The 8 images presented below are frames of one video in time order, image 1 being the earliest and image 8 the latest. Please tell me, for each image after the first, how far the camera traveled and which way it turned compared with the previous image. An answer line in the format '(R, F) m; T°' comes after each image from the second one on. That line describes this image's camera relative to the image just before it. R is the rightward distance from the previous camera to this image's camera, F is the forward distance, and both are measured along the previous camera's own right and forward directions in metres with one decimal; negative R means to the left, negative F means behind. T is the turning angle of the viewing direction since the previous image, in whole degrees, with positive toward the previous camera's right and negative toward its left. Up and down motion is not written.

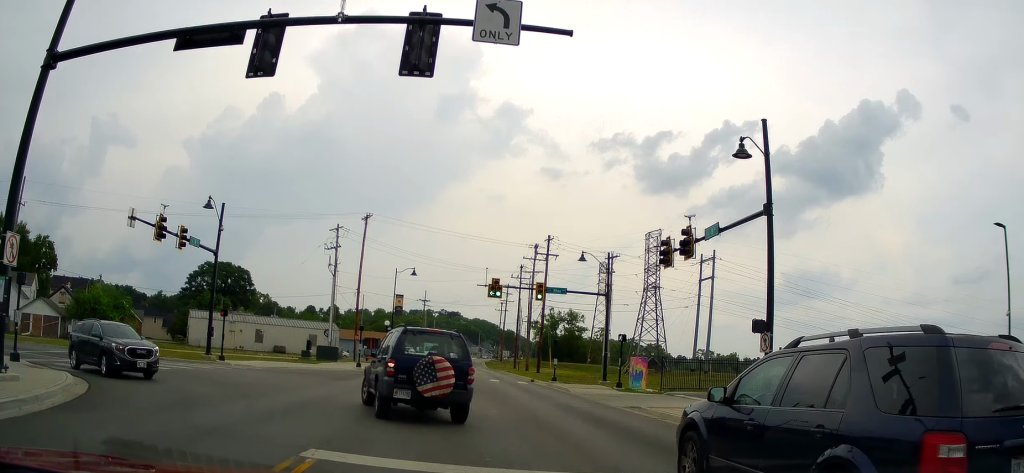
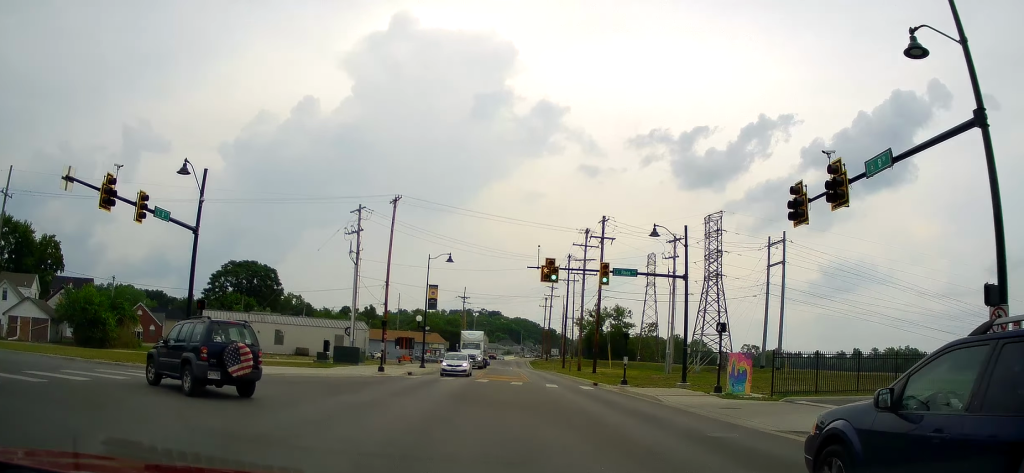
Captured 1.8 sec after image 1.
(+0.1, +2.2) m; -8°
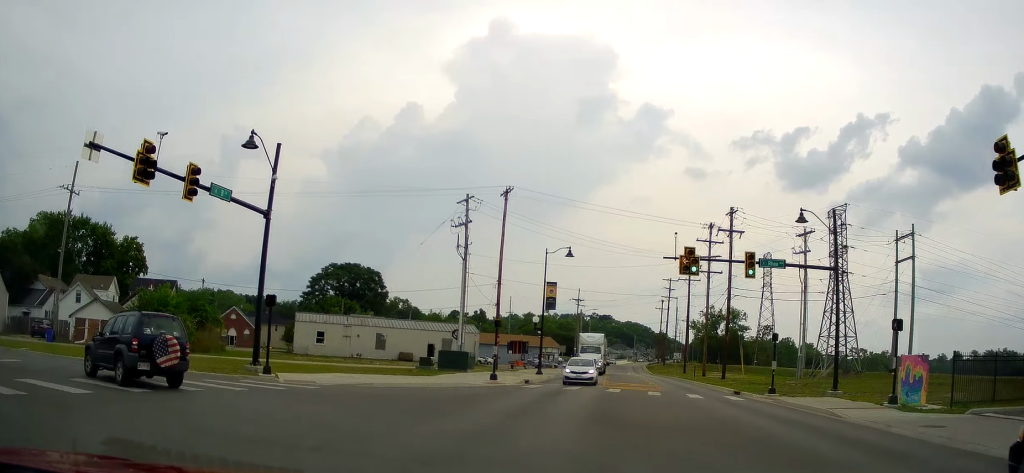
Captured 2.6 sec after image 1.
(-0.2, +2.5) m; -1°
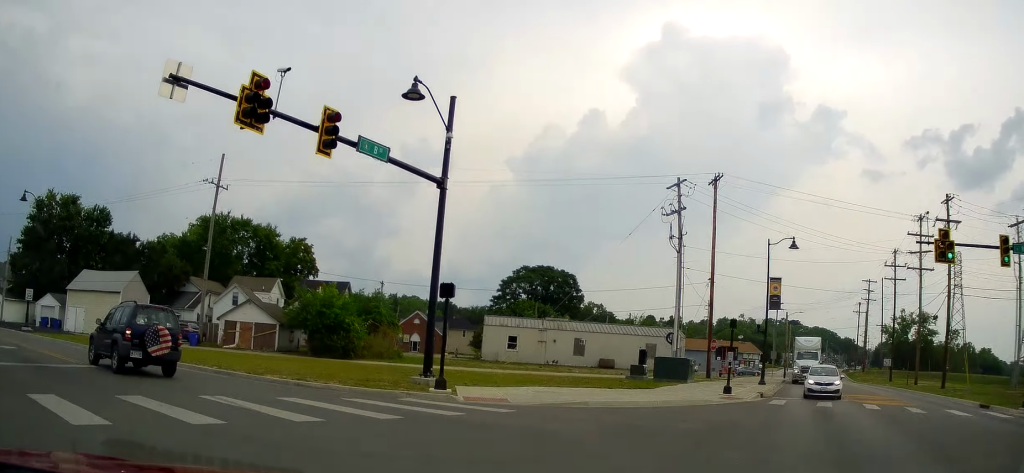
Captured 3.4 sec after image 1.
(+0.5, +3.6) m; -7°
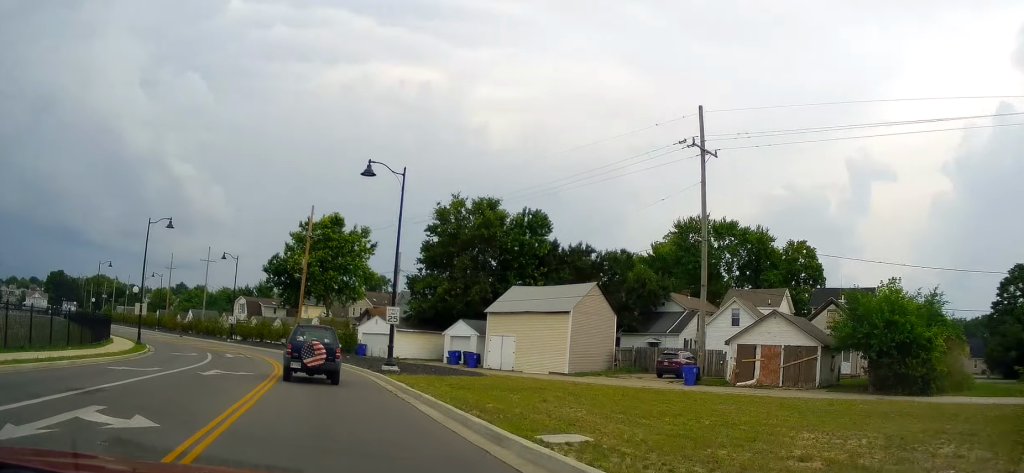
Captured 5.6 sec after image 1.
(-3.9, +13.0) m; -34°
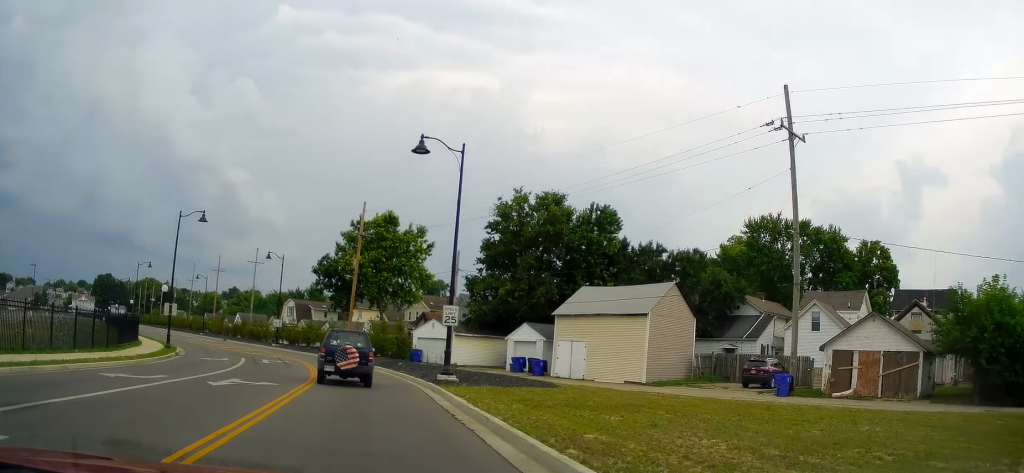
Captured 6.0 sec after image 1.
(-0.8, +3.5) m; -4°
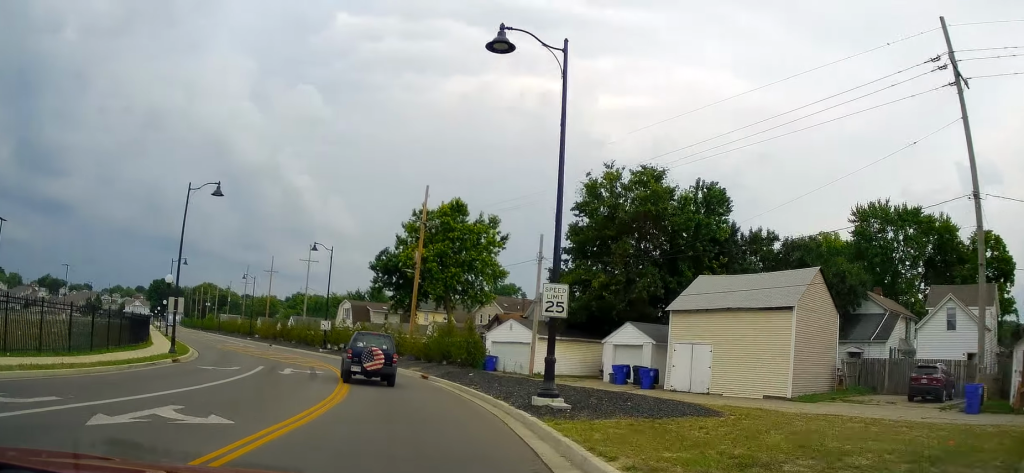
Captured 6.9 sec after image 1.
(-0.4, +7.7) m; -9°
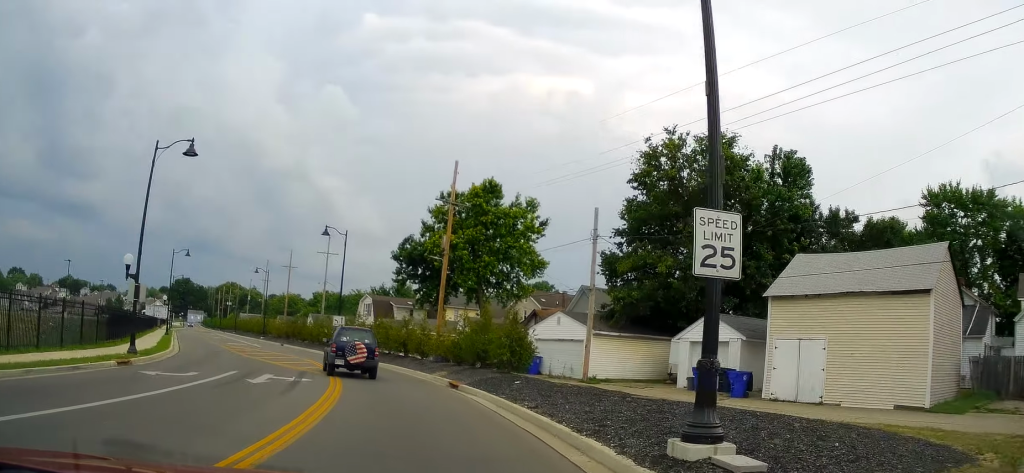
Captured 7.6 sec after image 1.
(0.0, +6.3) m; -8°
